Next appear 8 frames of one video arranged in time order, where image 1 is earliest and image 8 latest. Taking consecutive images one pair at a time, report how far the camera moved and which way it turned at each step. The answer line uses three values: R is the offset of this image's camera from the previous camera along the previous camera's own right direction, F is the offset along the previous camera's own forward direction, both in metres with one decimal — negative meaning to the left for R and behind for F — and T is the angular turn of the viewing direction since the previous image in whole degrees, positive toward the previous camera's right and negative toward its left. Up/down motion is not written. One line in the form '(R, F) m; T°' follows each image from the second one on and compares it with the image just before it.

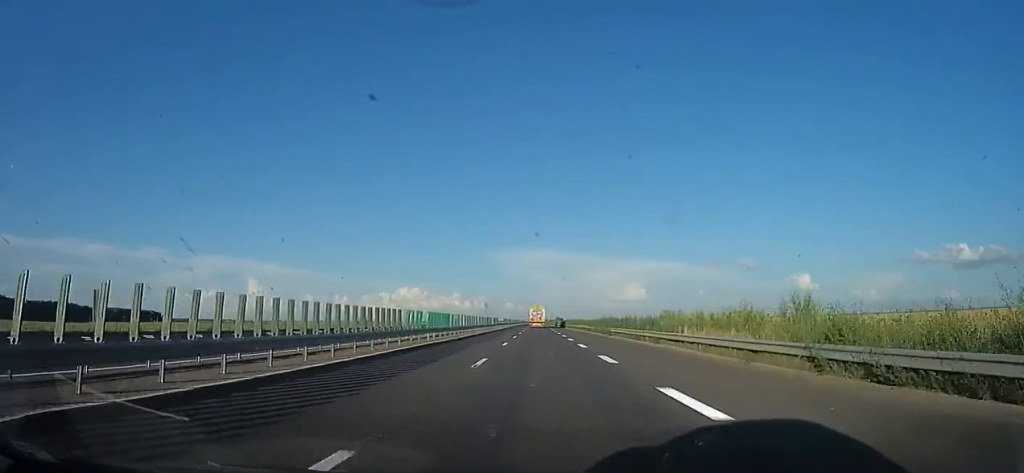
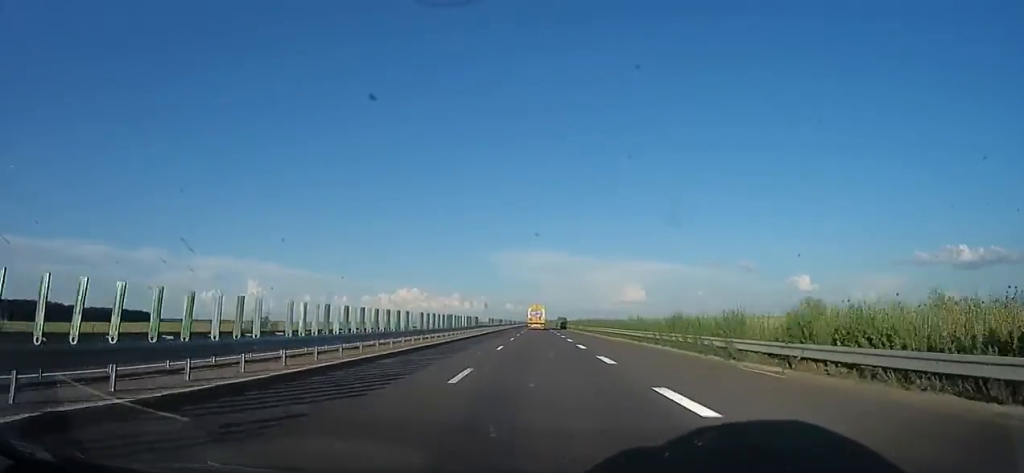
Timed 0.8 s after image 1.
(+0.3, +27.1) m; +1°
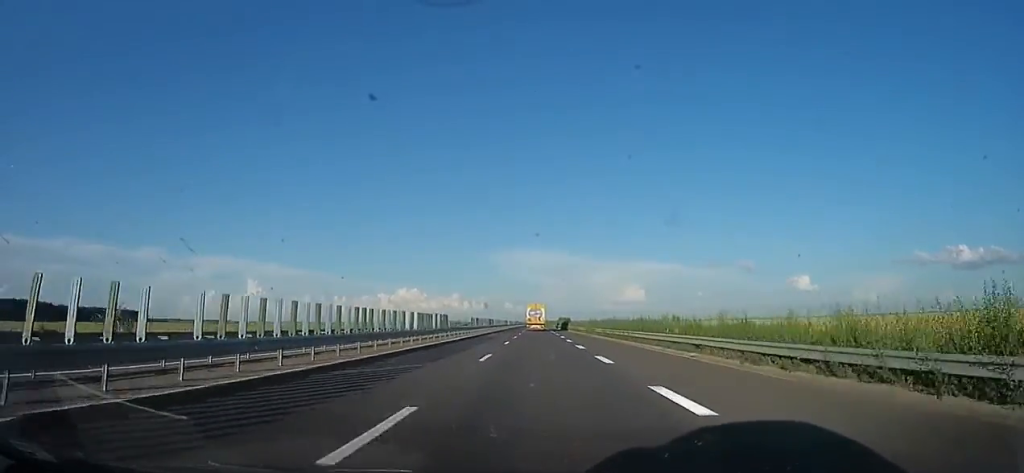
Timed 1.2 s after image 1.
(+0.7, +18.0) m; 0°
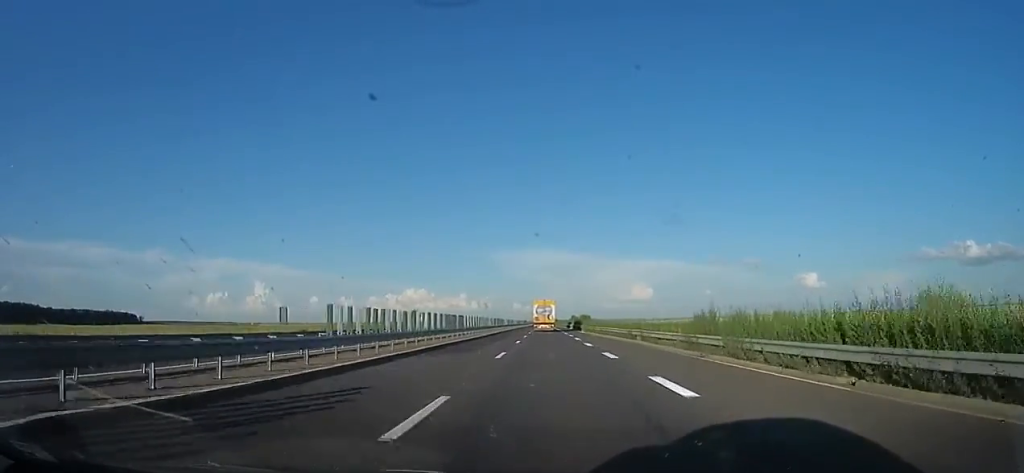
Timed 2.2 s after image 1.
(-0.9, +34.9) m; -2°
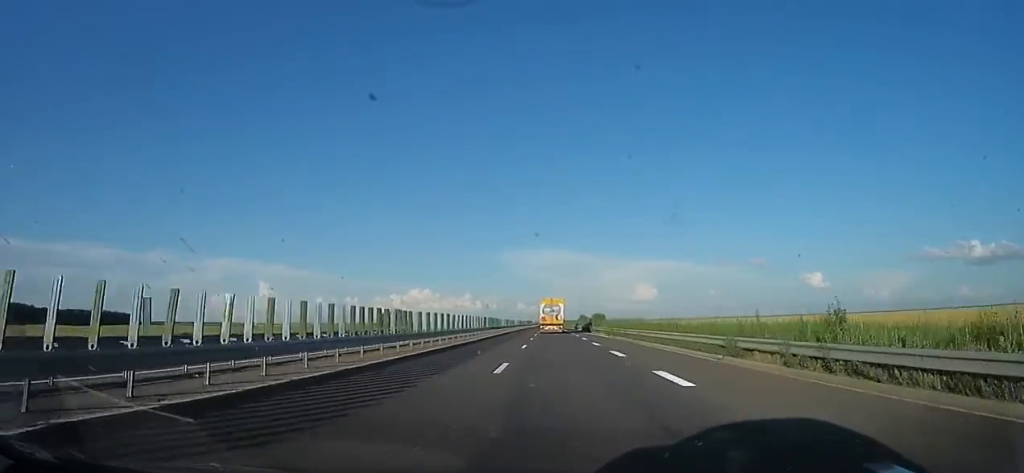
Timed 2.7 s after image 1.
(-0.1, +16.9) m; 0°
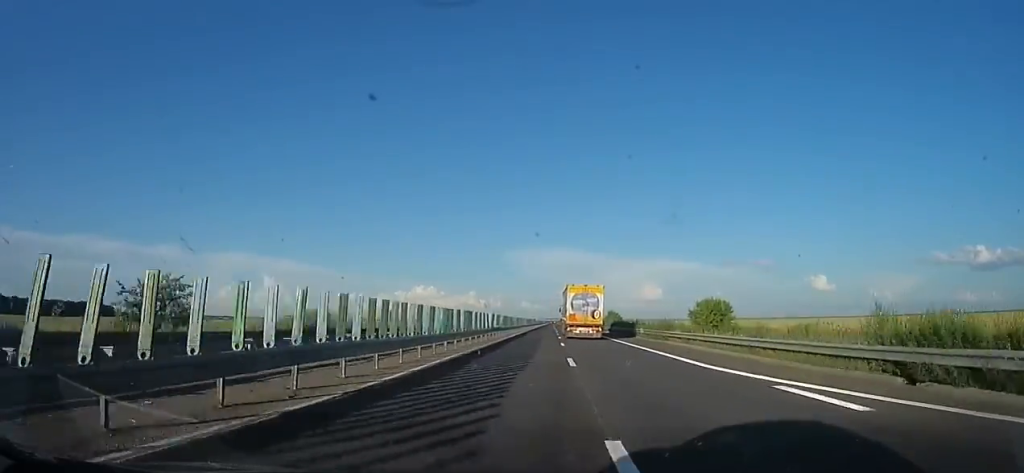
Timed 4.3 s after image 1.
(0.0, +57.9) m; 0°
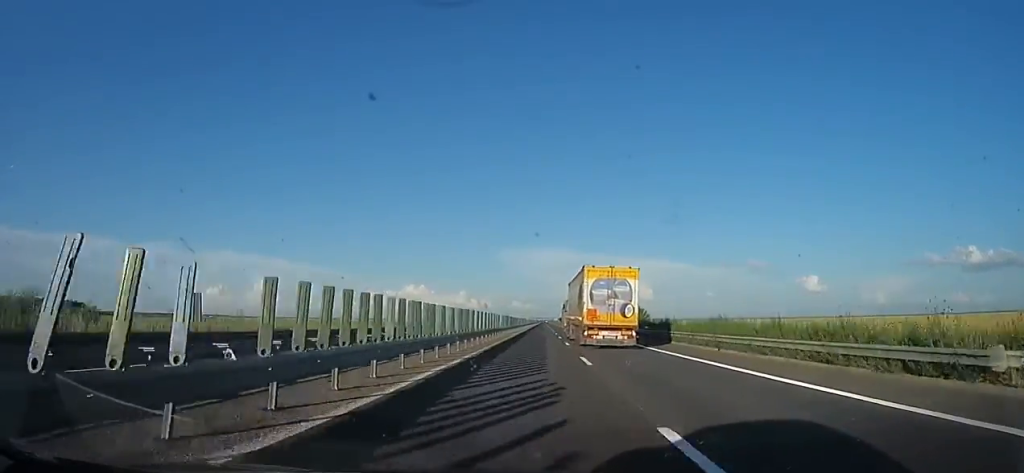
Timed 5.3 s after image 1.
(0.0, +35.5) m; 0°
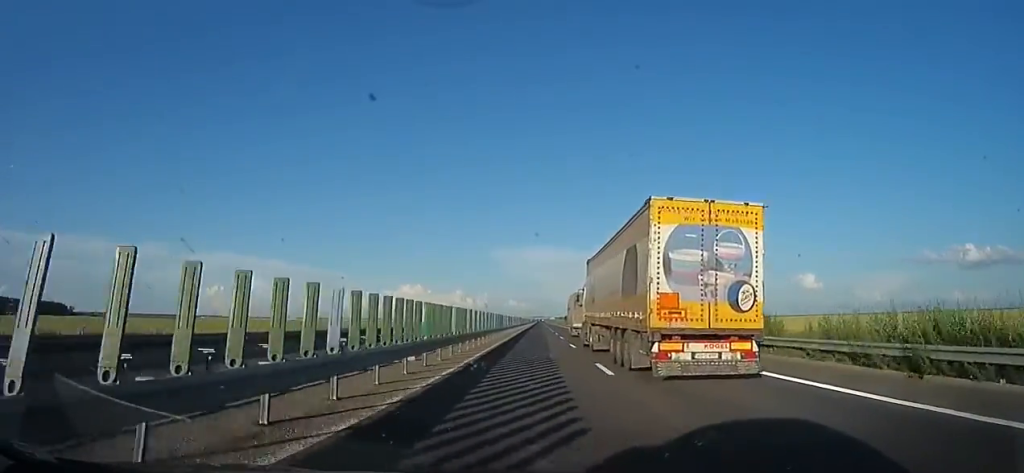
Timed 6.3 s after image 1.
(+0.1, +38.6) m; 0°
